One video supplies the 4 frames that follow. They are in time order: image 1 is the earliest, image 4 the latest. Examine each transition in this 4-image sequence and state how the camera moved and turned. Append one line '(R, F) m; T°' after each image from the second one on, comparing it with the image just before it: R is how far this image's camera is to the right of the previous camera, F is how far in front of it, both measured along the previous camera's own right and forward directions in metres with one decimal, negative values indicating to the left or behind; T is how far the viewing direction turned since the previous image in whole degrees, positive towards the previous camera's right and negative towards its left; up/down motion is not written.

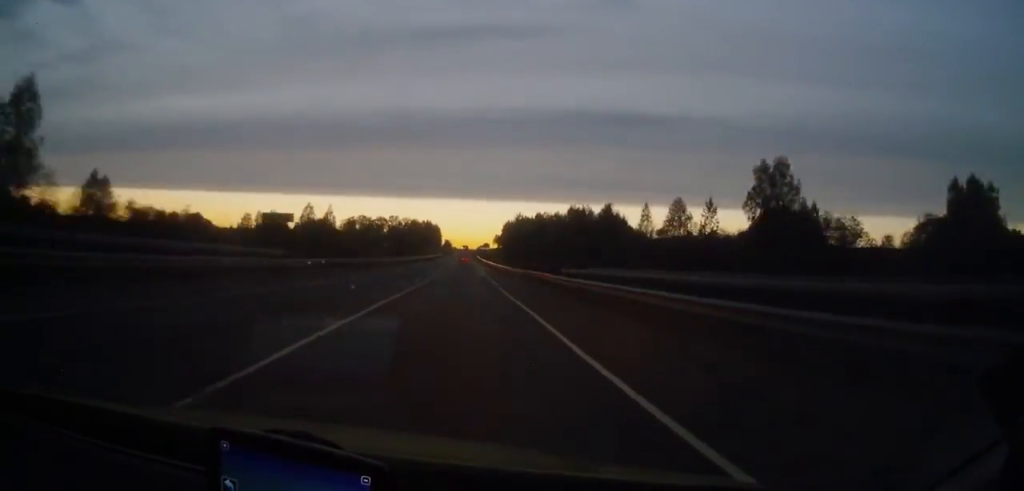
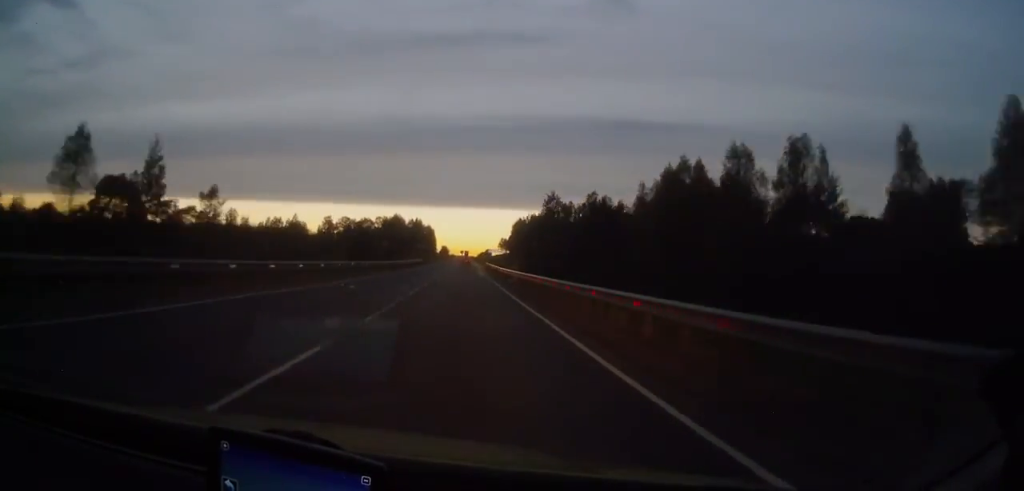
(0.0, +83.2) m; 0°
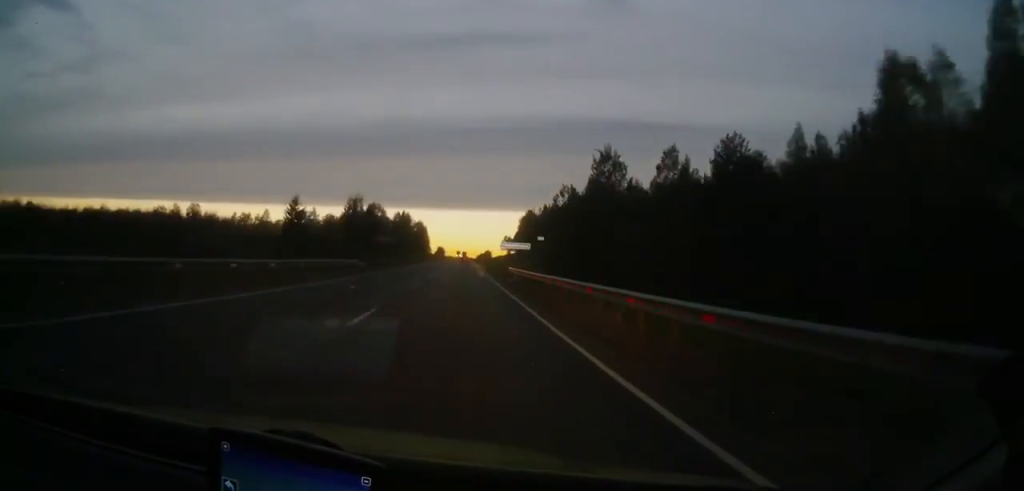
(+0.2, +52.9) m; 0°
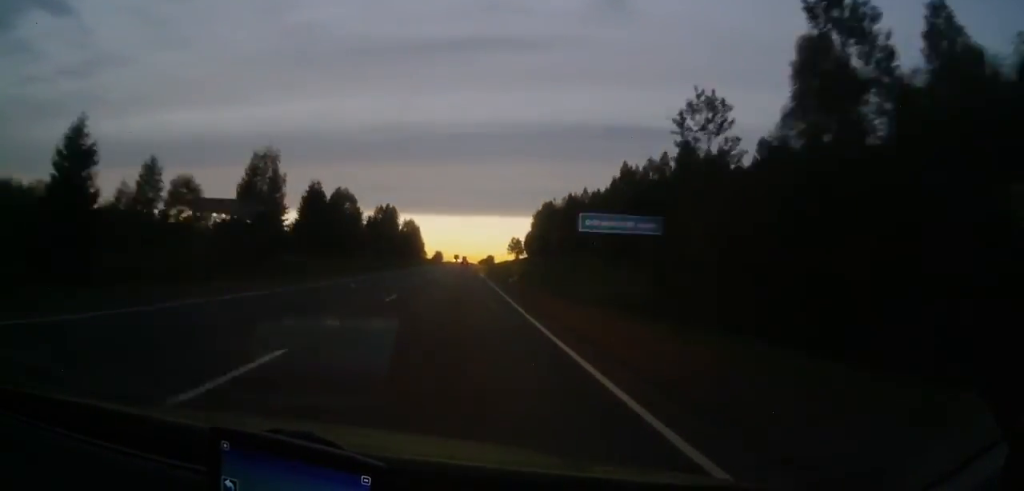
(+0.3, +52.0) m; 0°
